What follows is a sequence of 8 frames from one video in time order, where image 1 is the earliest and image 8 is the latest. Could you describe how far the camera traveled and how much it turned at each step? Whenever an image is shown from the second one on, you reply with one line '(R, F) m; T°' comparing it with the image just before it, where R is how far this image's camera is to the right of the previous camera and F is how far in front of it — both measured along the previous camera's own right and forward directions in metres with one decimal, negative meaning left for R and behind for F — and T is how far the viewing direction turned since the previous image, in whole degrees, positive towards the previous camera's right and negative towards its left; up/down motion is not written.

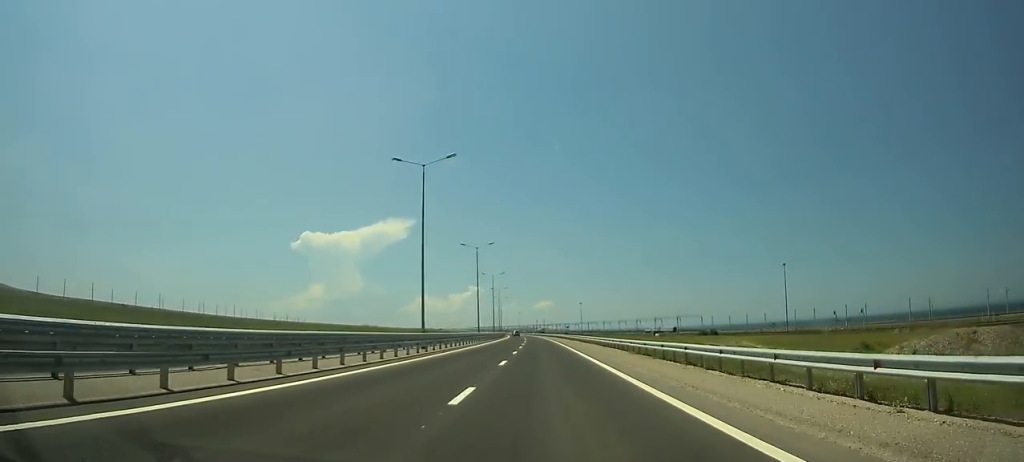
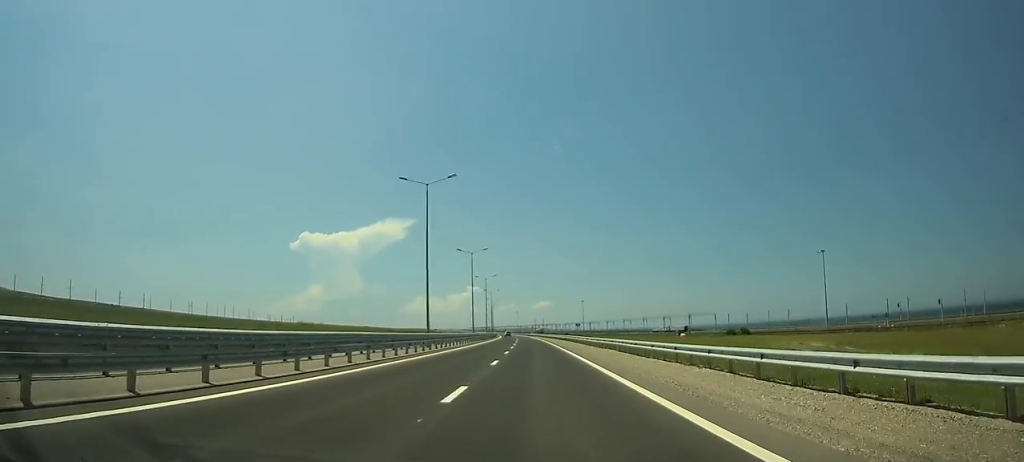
(+0.1, +35.4) m; 0°
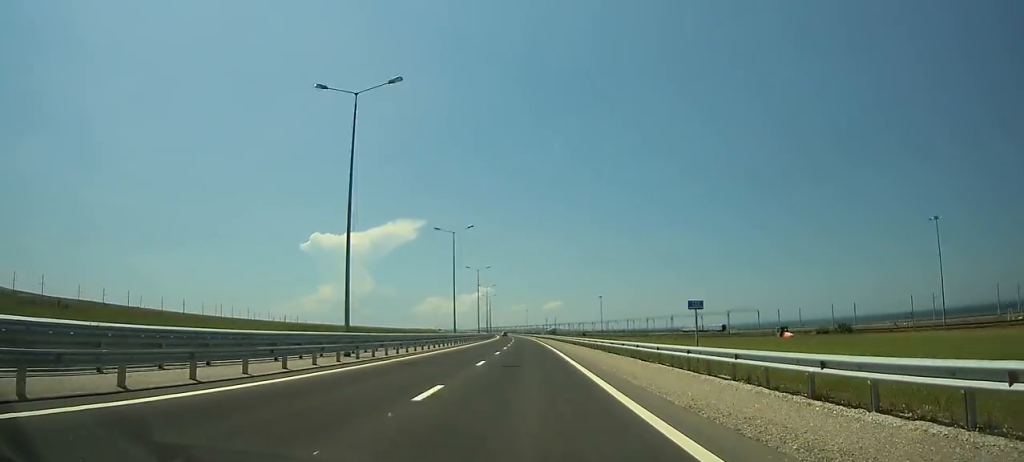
(0.0, +59.2) m; -1°
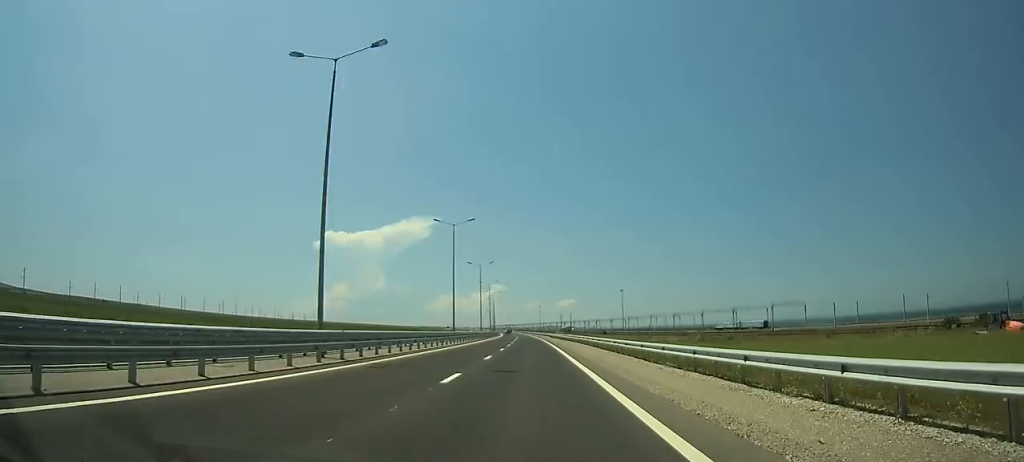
(+0.5, +44.3) m; -1°
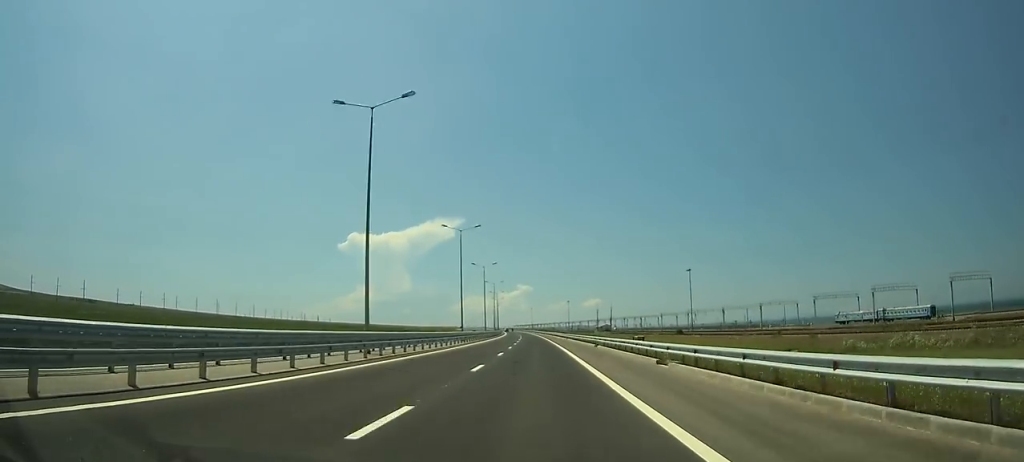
(-3.2, +115.2) m; -2°
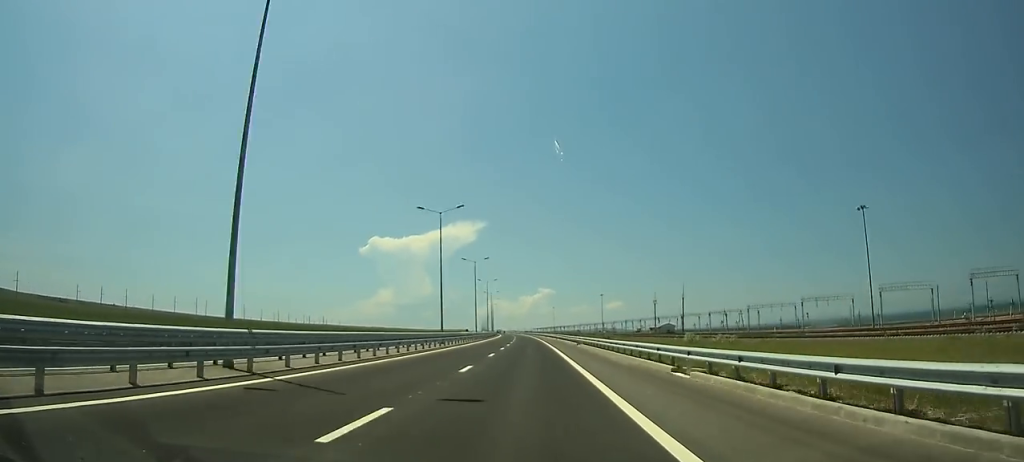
(-2.5, +132.4) m; -3°
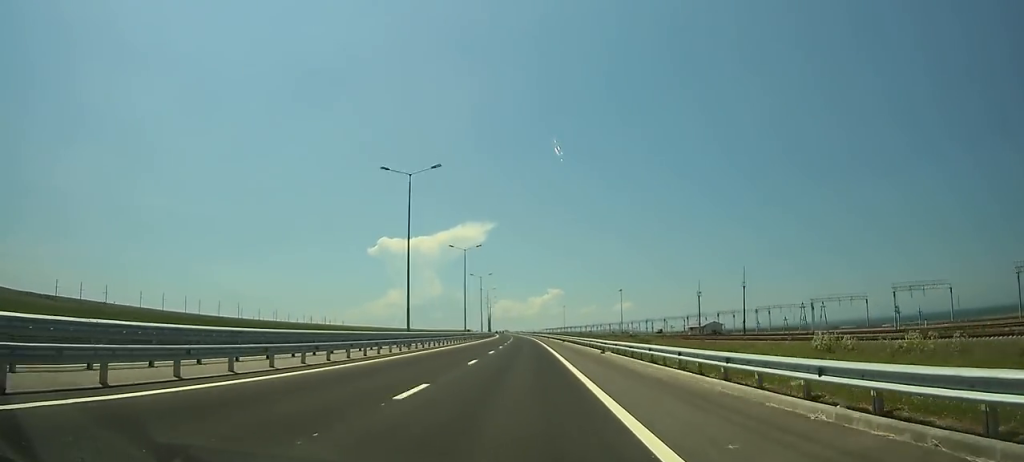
(-0.7, +55.8) m; -1°
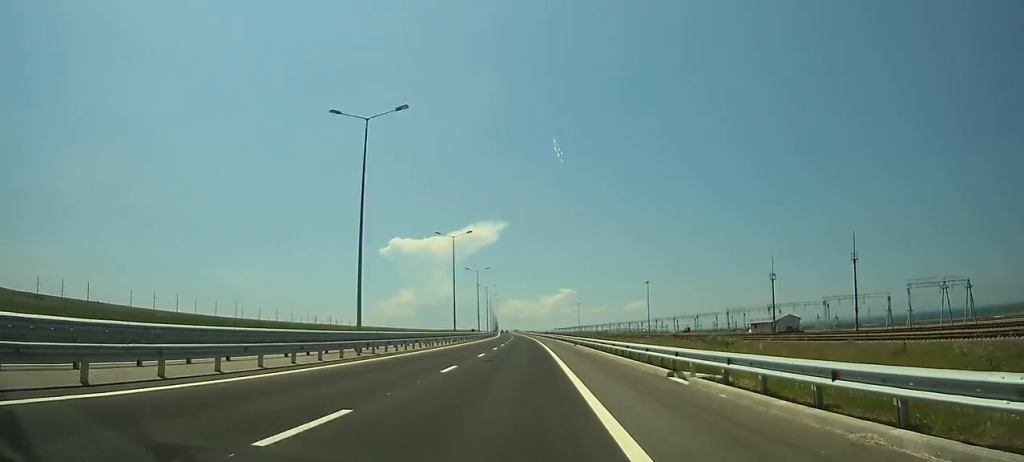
(-0.2, +52.8) m; -1°
